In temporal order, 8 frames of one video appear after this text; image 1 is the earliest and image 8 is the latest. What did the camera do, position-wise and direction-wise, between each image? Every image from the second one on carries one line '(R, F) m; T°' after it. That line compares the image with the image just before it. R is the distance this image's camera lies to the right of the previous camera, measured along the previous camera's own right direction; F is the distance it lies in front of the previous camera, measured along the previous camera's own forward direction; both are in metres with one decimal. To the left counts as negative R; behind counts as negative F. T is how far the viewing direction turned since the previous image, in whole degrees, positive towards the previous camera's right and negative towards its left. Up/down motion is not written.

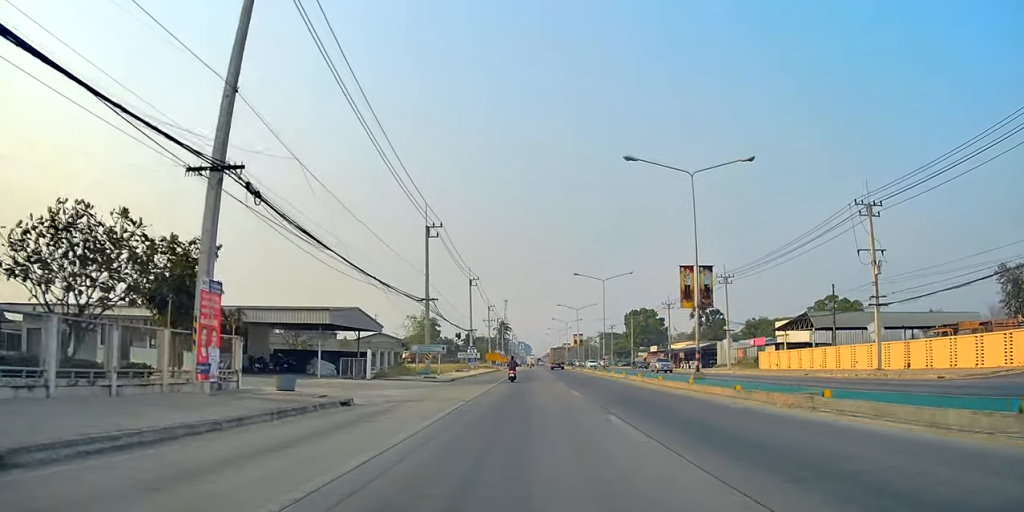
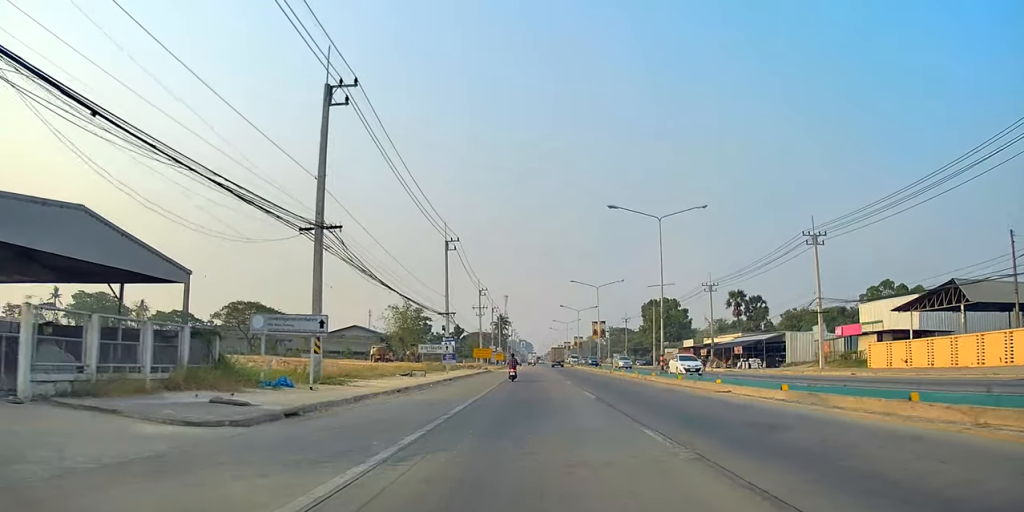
(+0.2, +26.7) m; -3°
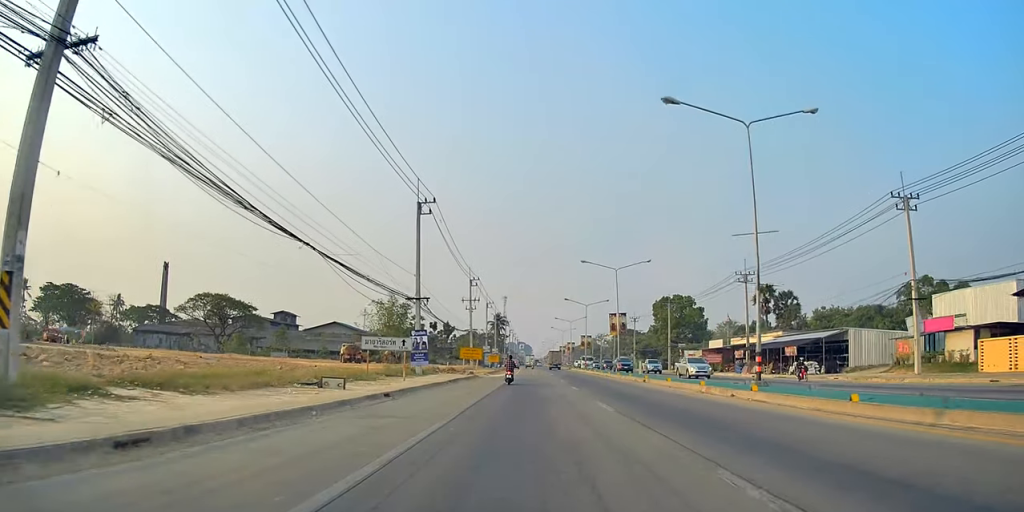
(-0.2, +15.7) m; -1°
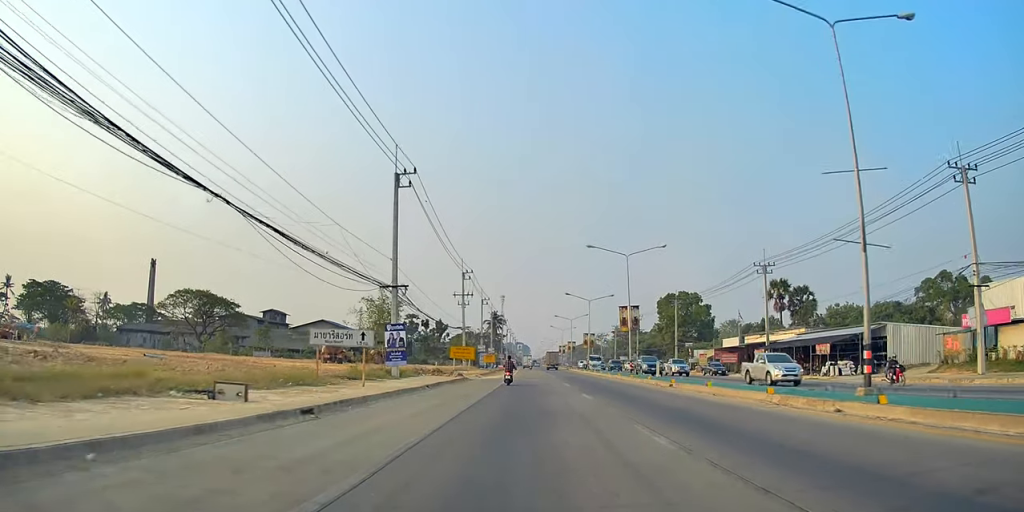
(0.0, +7.3) m; 0°
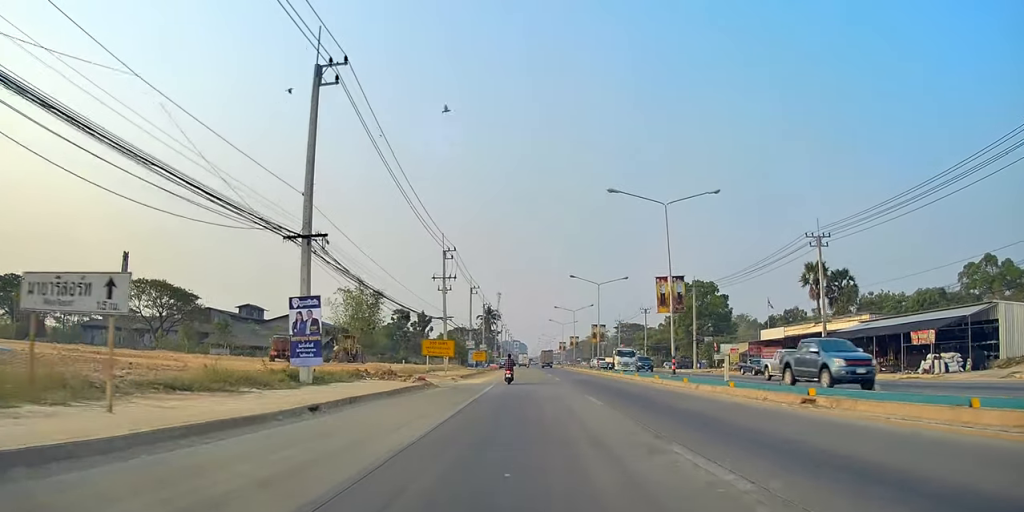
(+0.1, +15.0) m; 0°
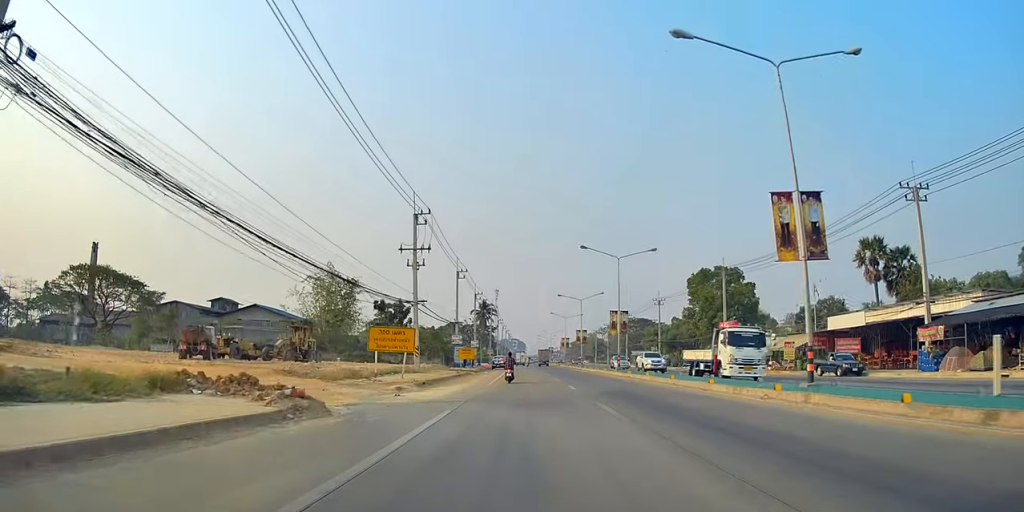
(0.0, +16.4) m; +1°
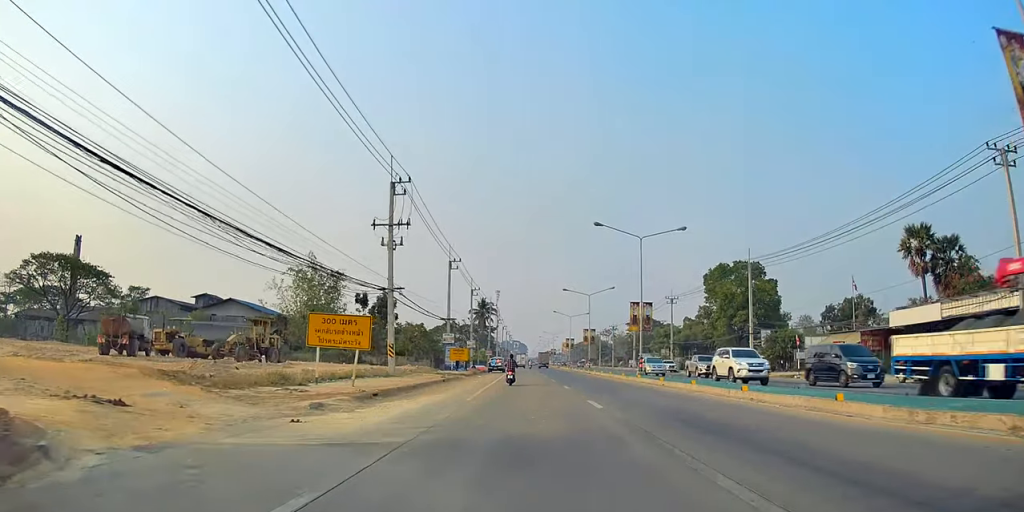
(-0.1, +9.3) m; +2°
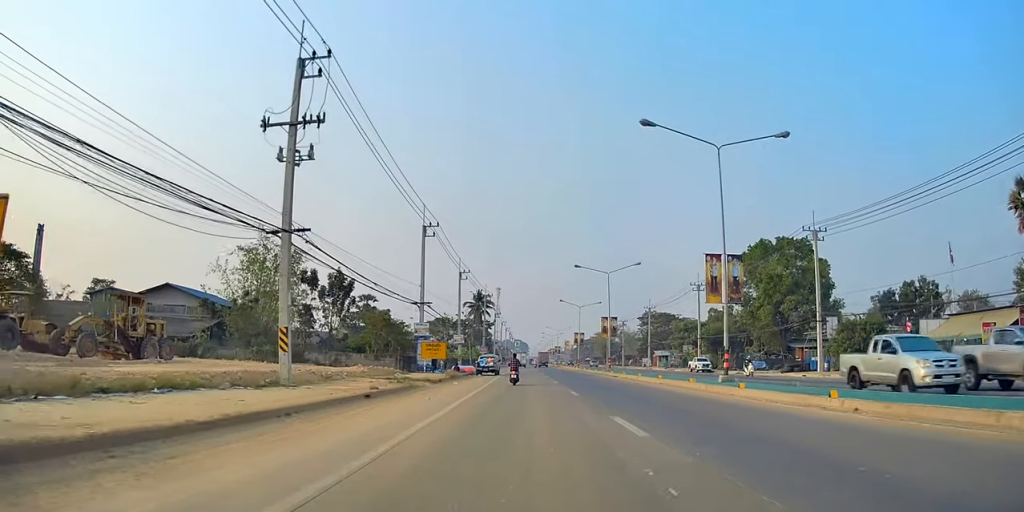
(+0.7, +18.2) m; 0°
